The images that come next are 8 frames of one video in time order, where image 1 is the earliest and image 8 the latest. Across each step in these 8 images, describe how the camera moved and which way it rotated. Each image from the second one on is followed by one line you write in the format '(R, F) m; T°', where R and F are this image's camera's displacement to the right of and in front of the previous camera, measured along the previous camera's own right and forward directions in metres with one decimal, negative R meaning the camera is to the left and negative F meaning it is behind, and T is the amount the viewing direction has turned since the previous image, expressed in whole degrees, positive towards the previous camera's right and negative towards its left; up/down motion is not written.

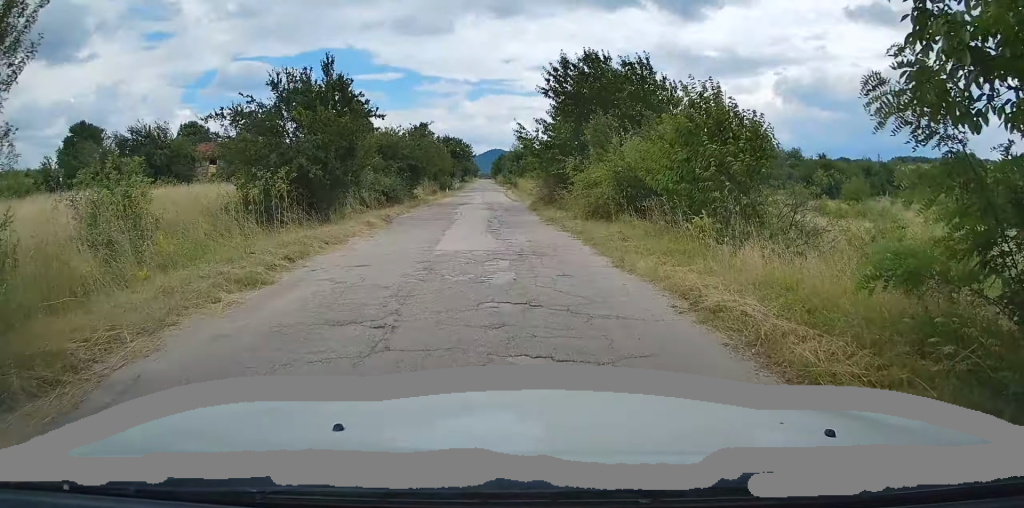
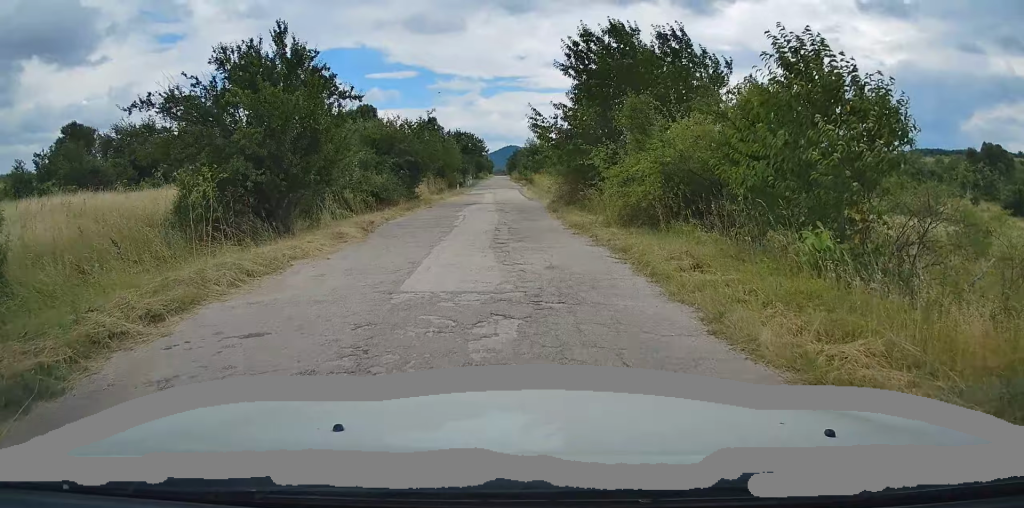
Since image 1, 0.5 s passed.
(0.0, +4.3) m; -1°
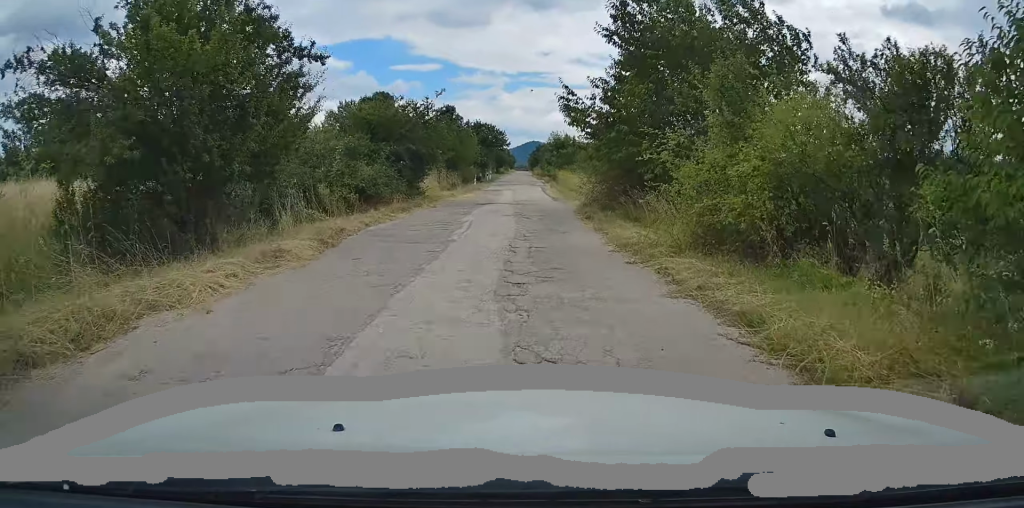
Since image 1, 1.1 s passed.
(0.0, +4.9) m; -1°
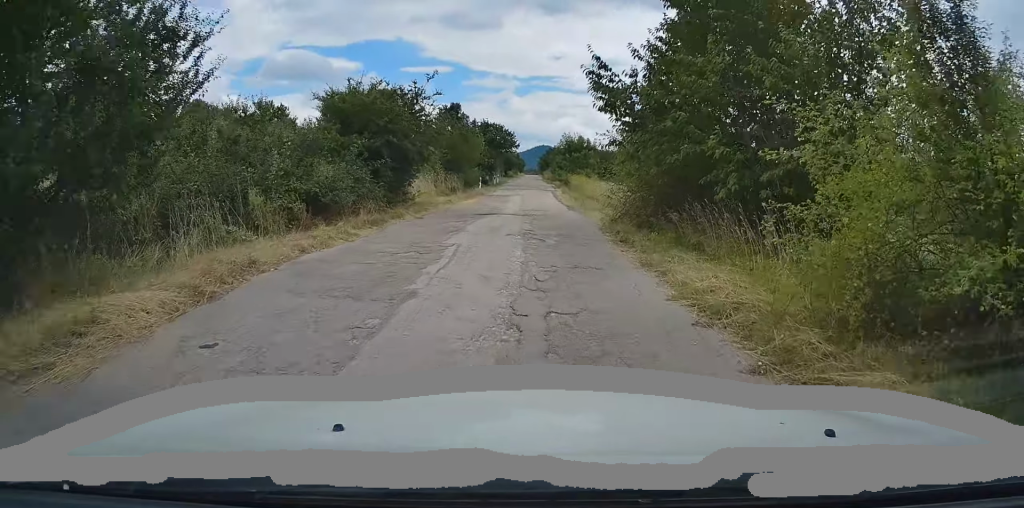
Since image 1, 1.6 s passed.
(-0.1, +4.8) m; 0°
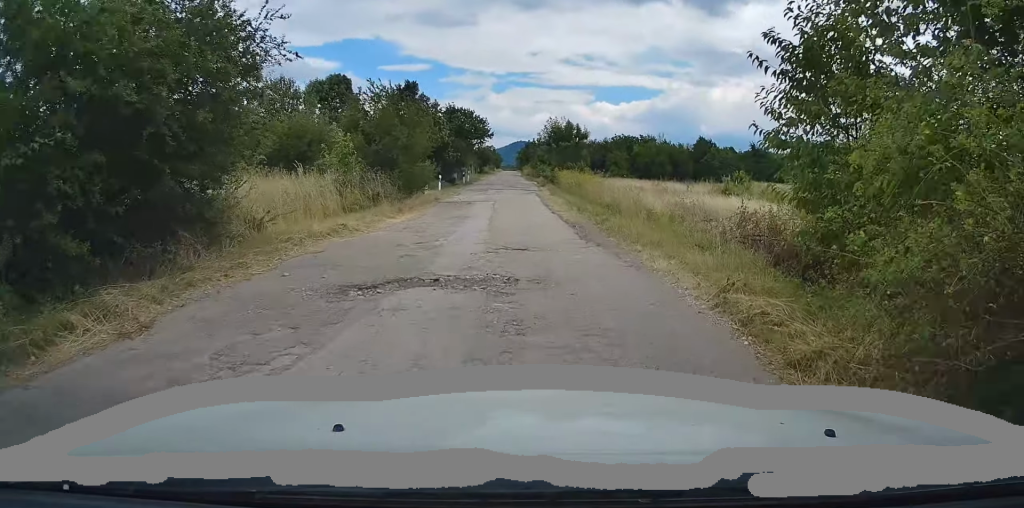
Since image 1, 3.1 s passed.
(+0.1, +12.3) m; +3°
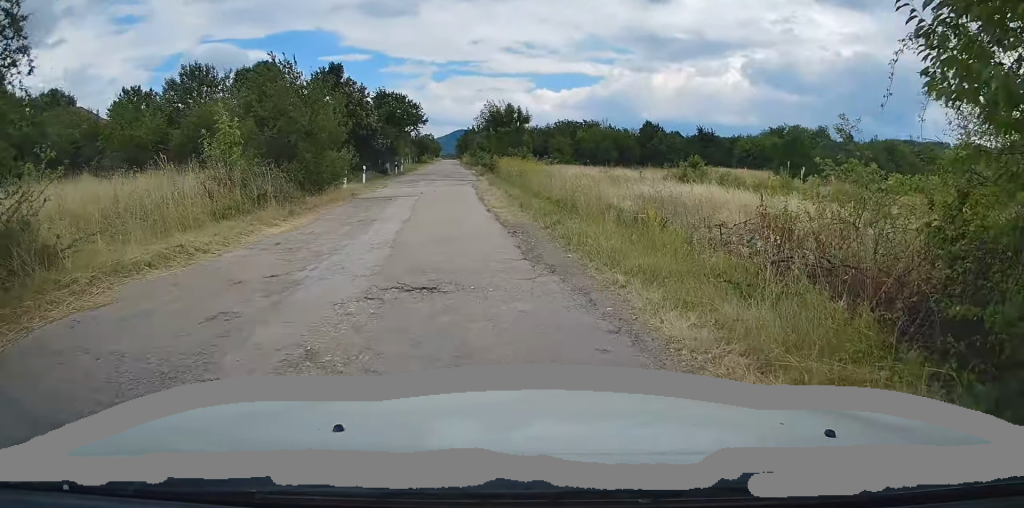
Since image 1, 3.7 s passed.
(+0.2, +4.0) m; +1°
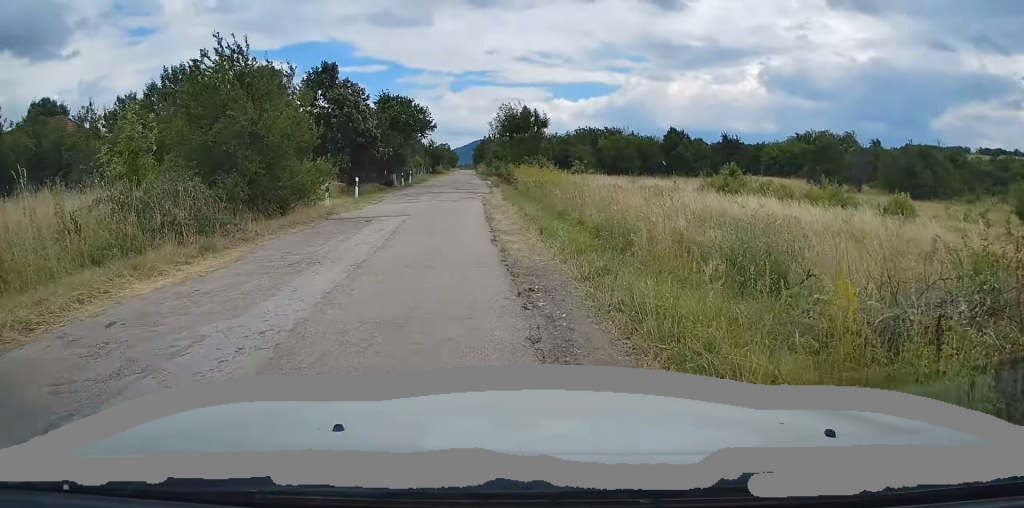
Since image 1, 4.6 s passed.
(0.0, +5.2) m; -1°
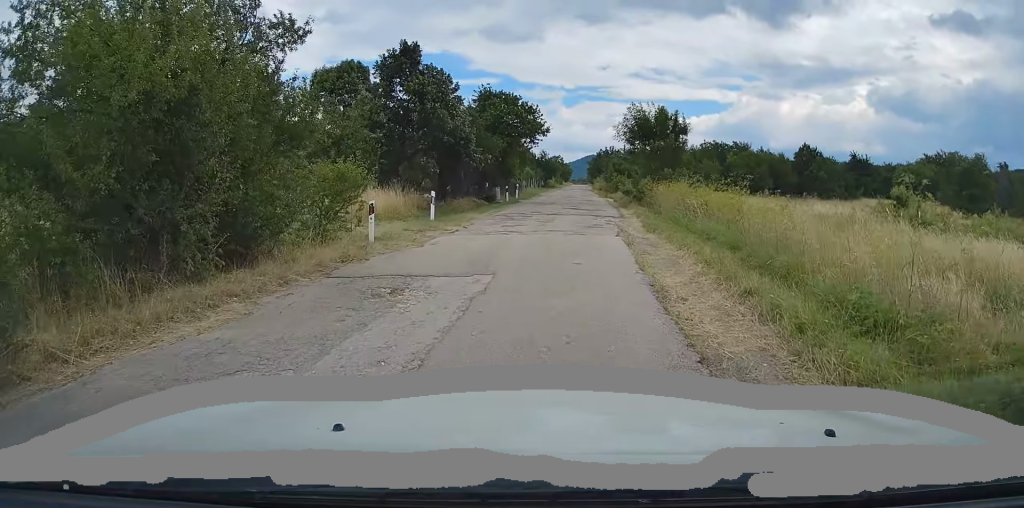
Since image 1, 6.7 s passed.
(-0.7, +8.7) m; -7°
